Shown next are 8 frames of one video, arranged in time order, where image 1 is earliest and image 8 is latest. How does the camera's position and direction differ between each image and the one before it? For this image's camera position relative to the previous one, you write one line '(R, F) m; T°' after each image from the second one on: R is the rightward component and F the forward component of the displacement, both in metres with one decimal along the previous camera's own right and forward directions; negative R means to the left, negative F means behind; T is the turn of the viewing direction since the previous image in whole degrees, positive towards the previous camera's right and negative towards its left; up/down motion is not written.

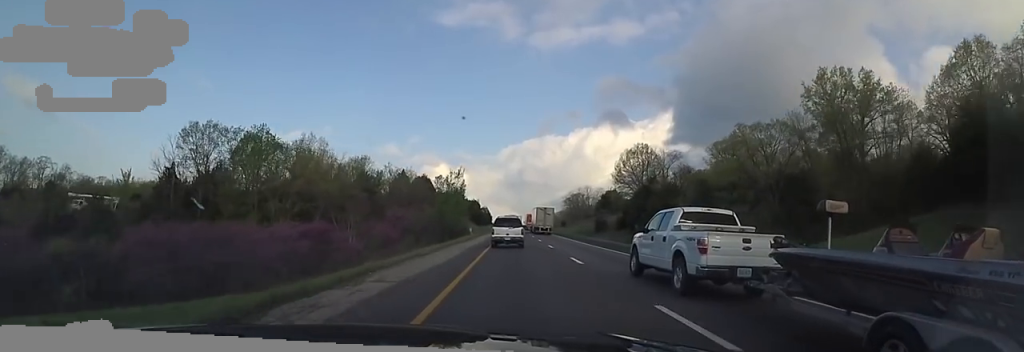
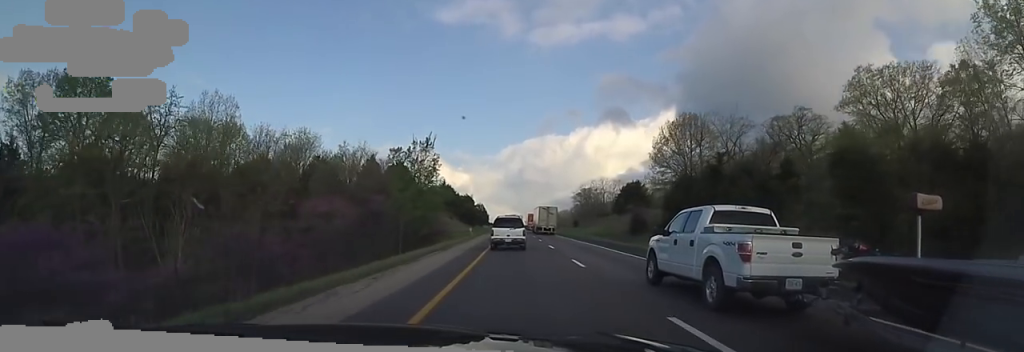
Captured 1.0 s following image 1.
(-0.1, +25.3) m; 0°
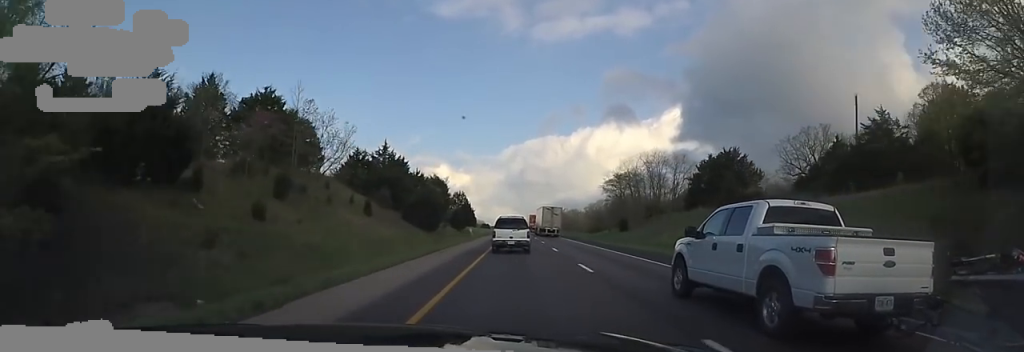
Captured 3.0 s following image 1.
(+0.4, +50.0) m; +1°
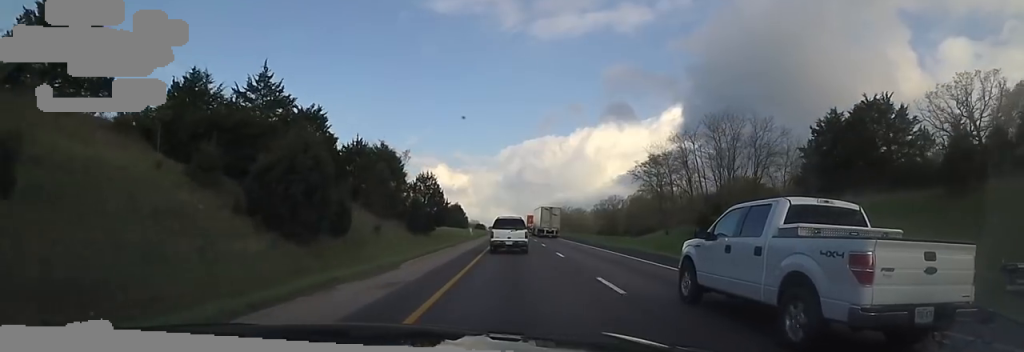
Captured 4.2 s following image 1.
(+0.3, +28.7) m; 0°
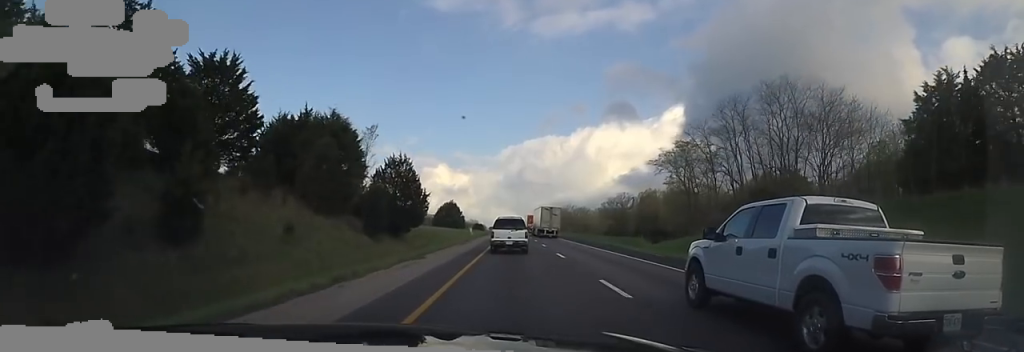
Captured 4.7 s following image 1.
(-0.1, +12.6) m; 0°
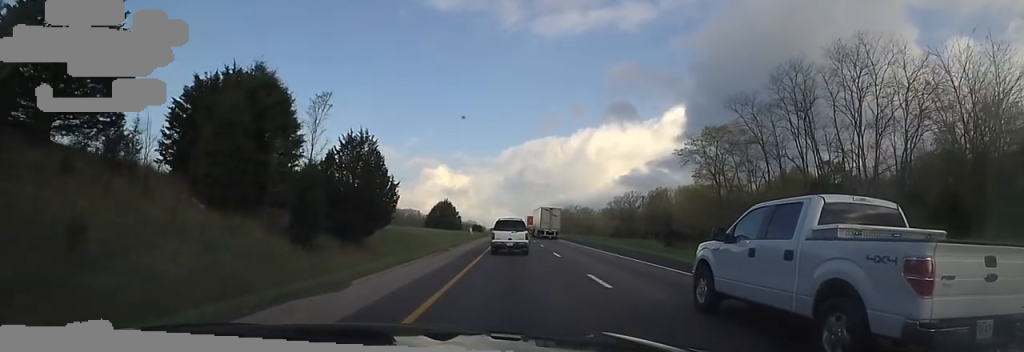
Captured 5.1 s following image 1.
(-0.1, +10.2) m; 0°
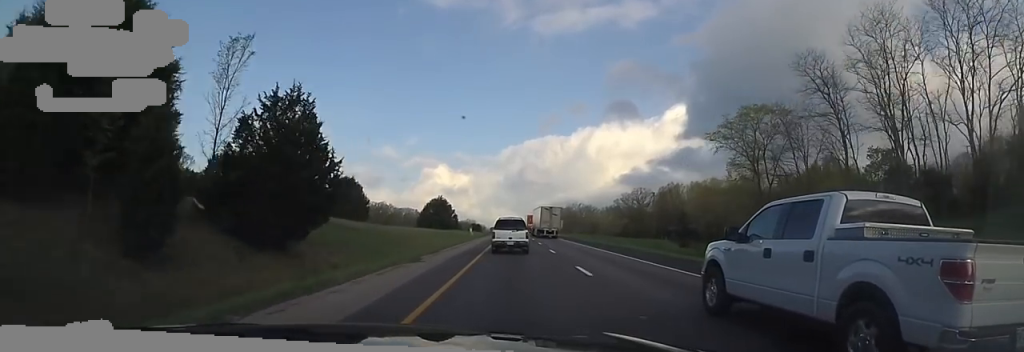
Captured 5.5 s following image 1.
(+0.1, +9.4) m; -1°
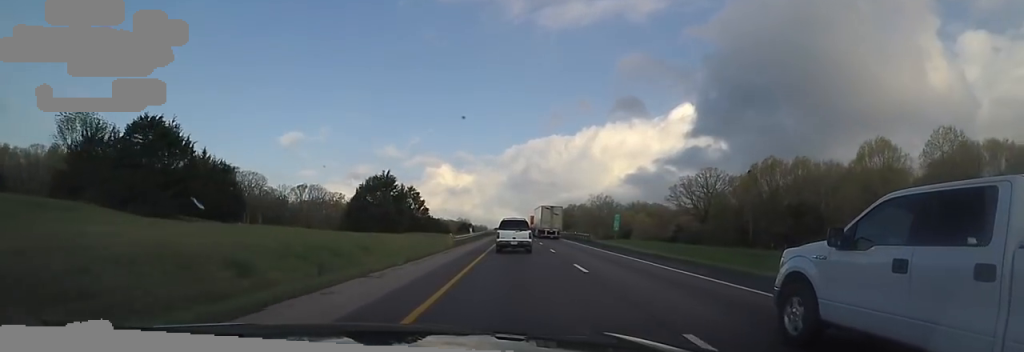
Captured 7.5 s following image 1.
(-1.9, +46.9) m; -1°
